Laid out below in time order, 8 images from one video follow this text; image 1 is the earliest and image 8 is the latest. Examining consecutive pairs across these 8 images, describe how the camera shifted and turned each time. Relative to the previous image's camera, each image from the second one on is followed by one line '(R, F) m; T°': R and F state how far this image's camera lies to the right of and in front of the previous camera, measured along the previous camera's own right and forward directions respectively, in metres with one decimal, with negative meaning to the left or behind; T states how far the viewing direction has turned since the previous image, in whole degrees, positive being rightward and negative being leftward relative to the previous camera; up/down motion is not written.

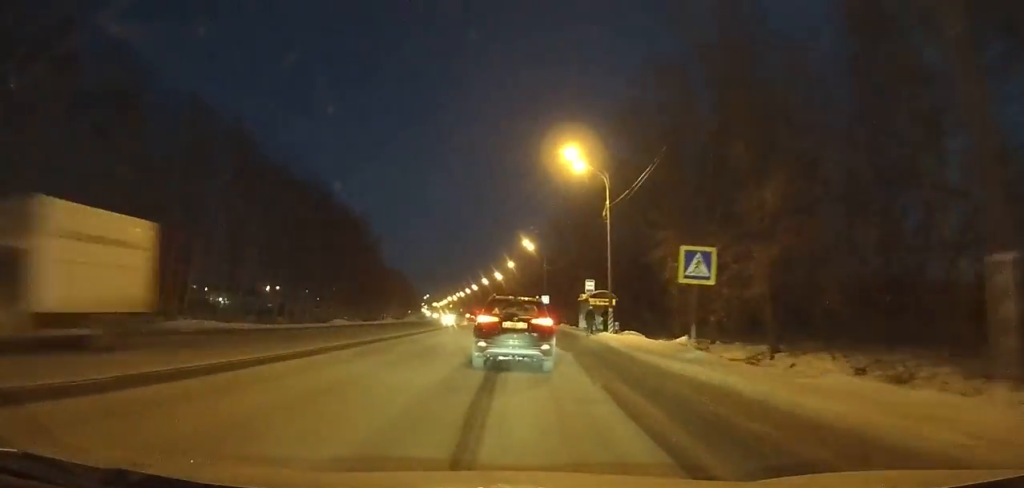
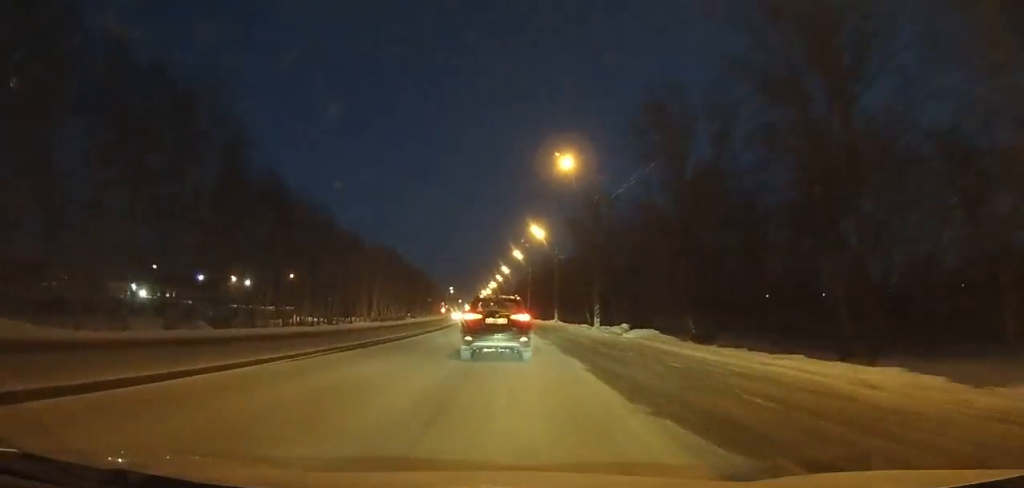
(-3.4, +75.1) m; -6°
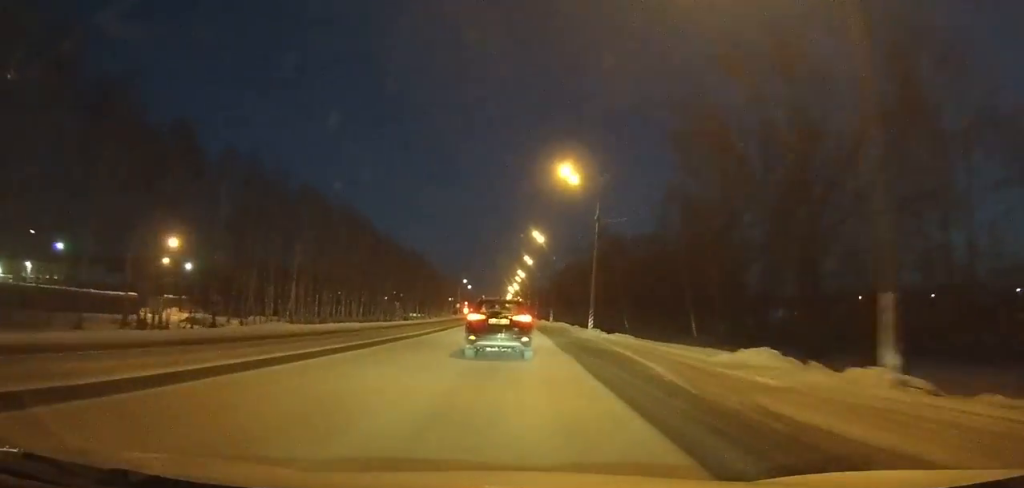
(-1.8, +58.6) m; -3°
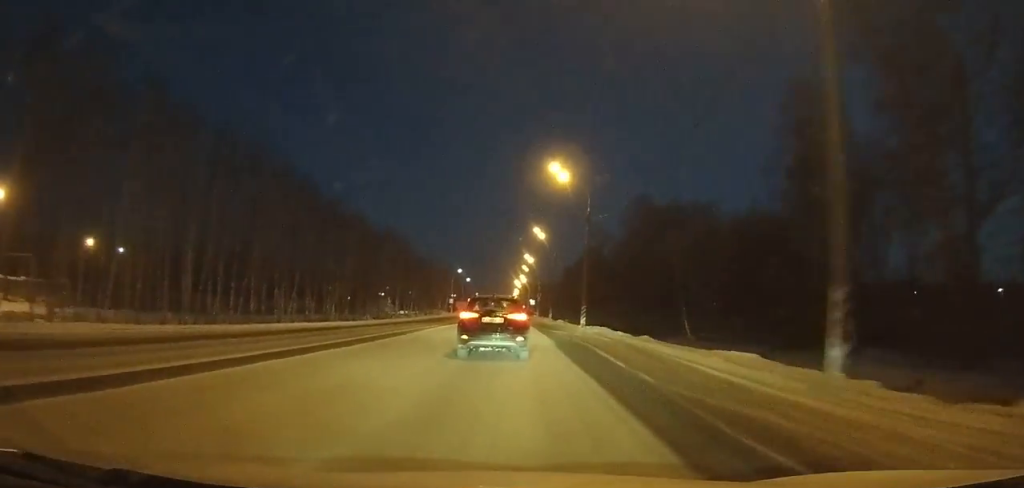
(-0.3, +32.0) m; -1°
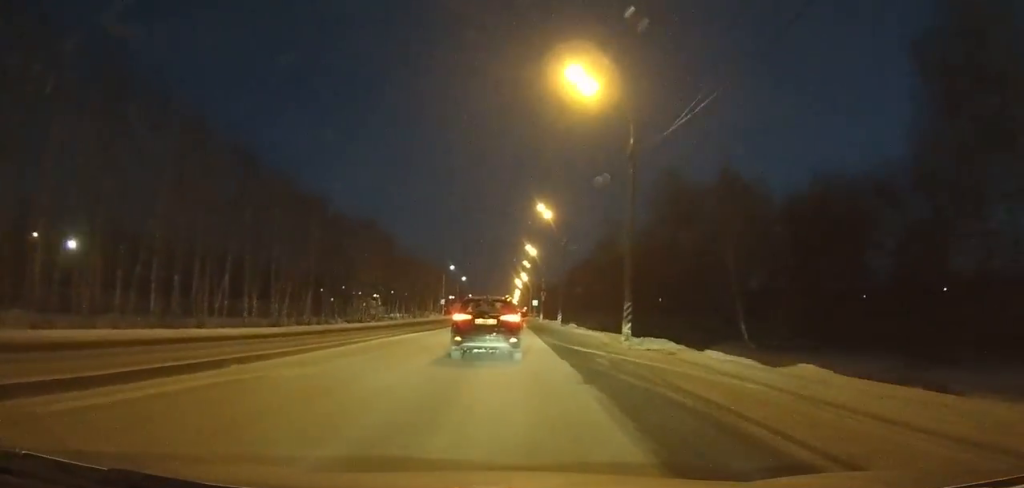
(-0.1, +16.7) m; 0°
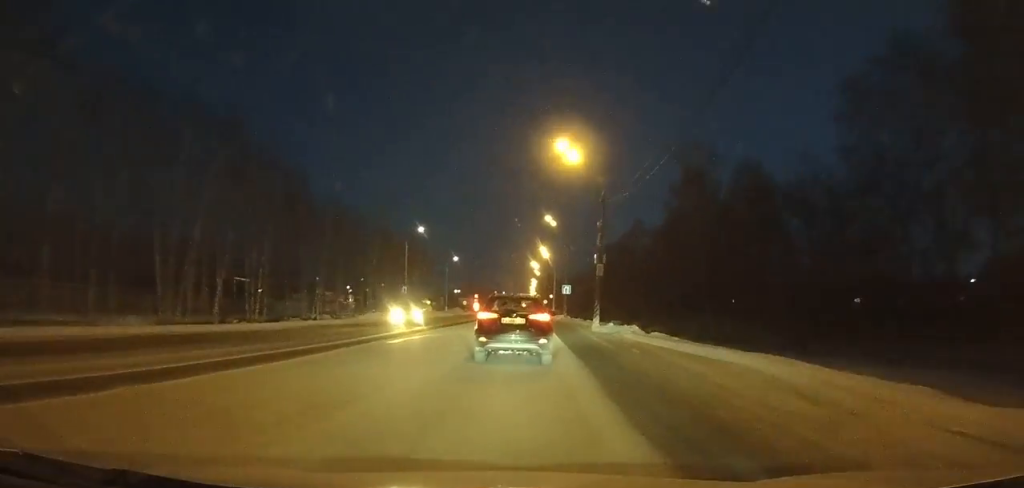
(-0.4, +50.8) m; 0°
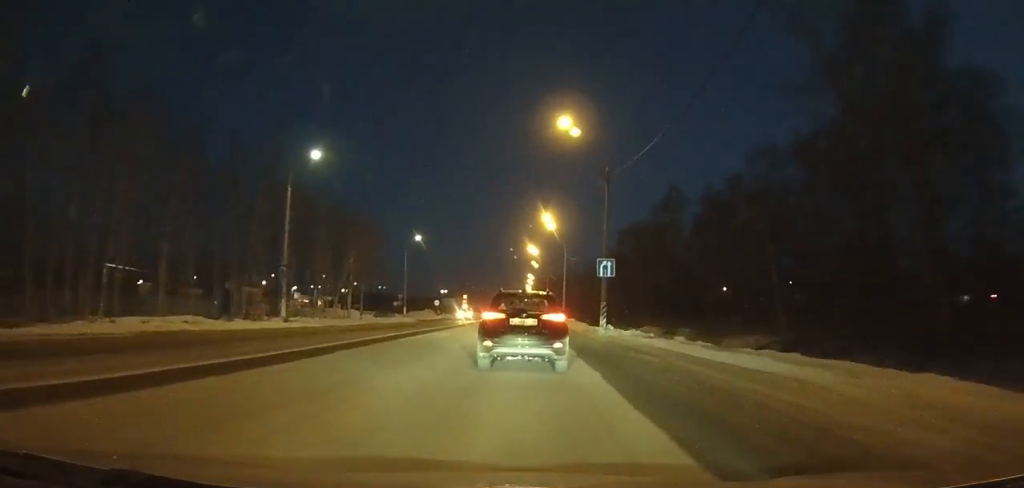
(+0.1, +34.8) m; 0°
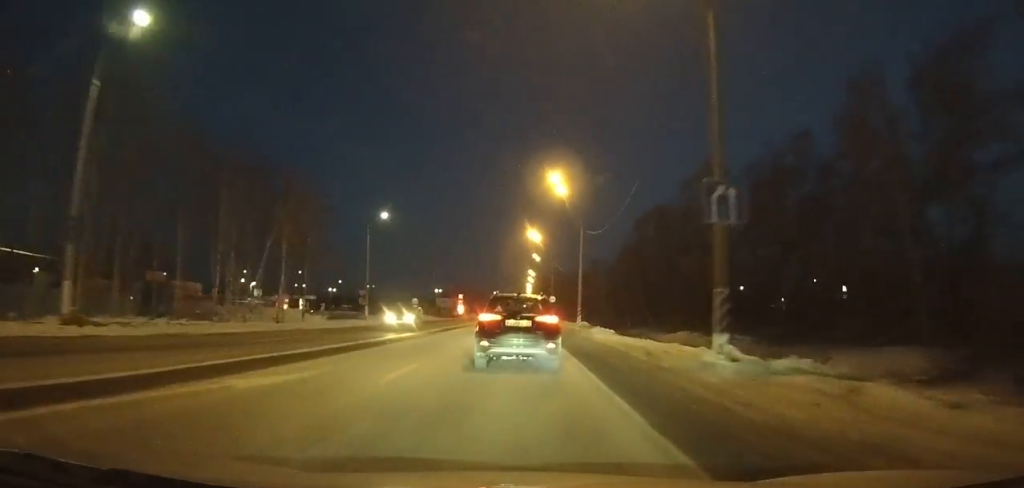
(+0.1, +19.9) m; 0°
